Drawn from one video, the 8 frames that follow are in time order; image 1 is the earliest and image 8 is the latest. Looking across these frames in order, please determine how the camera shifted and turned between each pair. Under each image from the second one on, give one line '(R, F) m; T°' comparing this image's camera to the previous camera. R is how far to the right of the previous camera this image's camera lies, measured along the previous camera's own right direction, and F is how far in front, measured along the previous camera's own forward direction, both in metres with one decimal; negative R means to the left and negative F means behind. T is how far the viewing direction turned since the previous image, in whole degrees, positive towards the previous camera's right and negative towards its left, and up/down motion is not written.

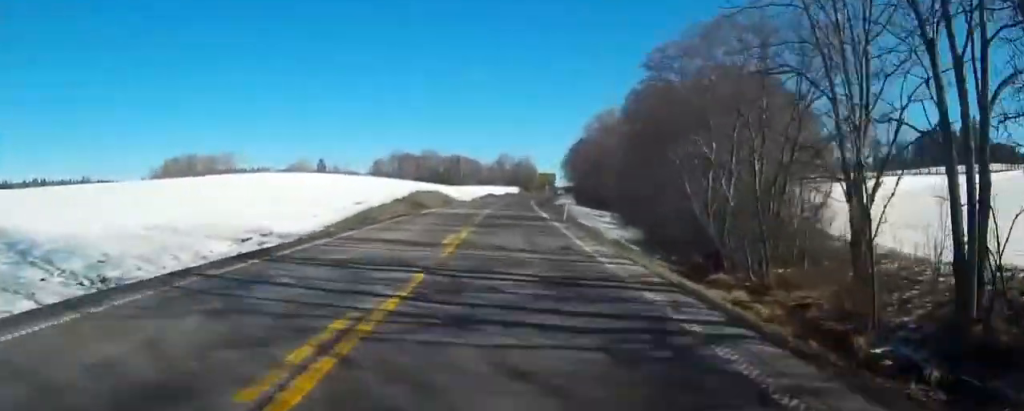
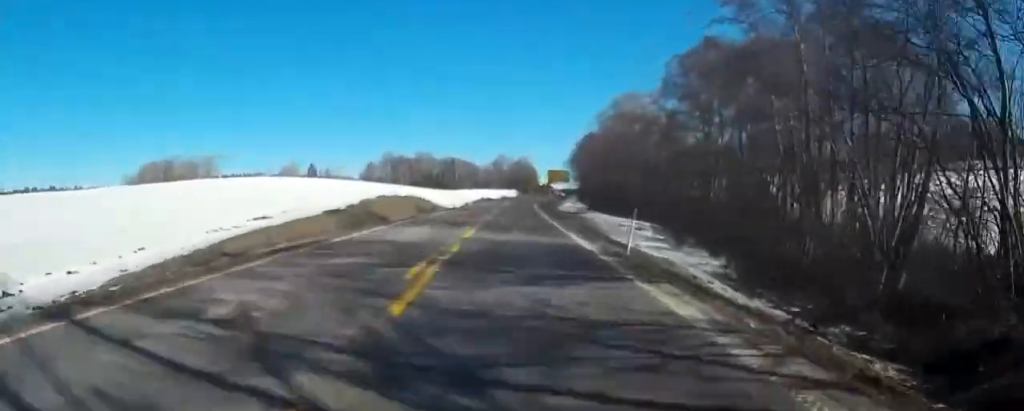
(+0.3, +18.4) m; 0°
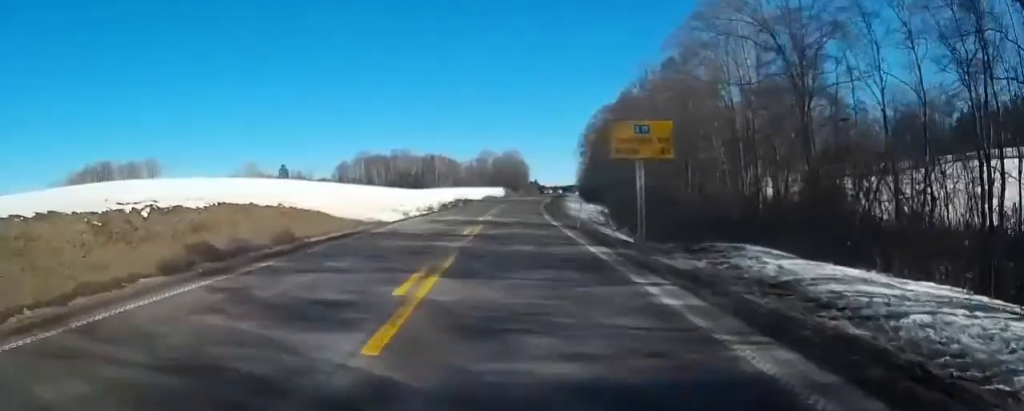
(-0.1, +37.5) m; +2°
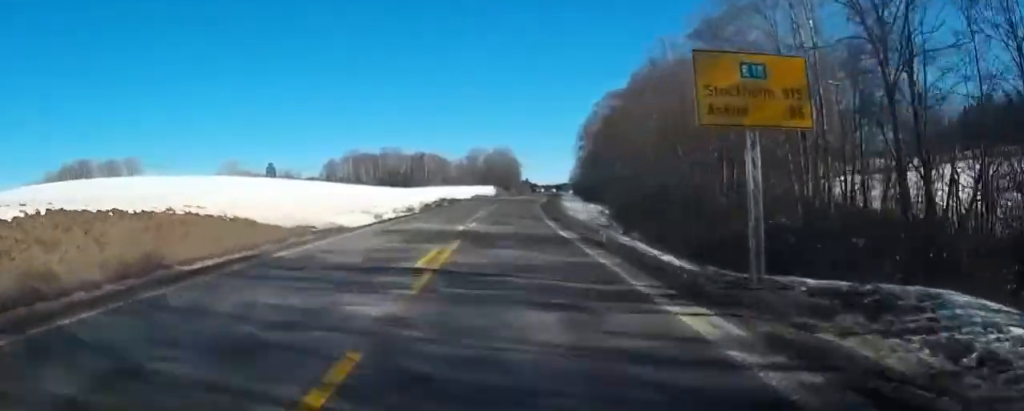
(+0.1, +9.2) m; +1°
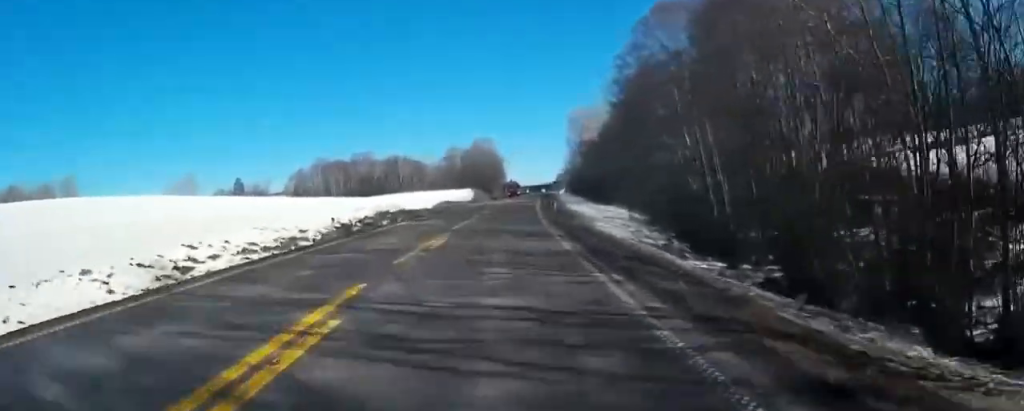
(+0.6, +31.1) m; +1°
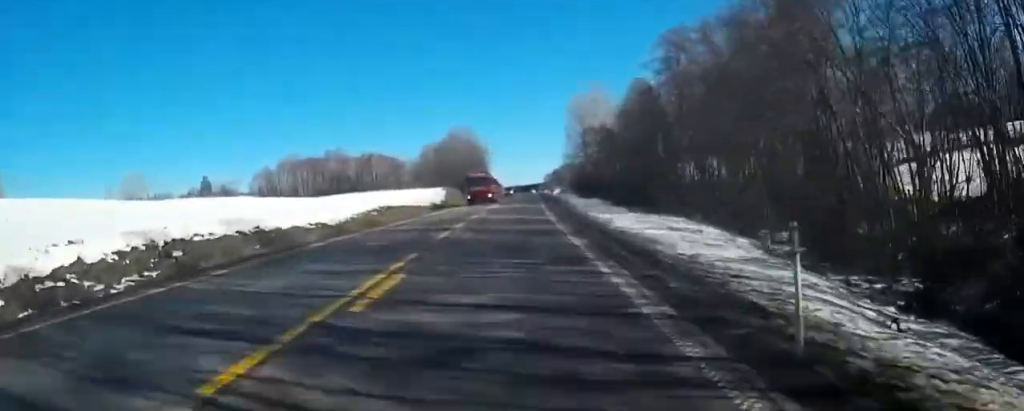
(0.0, +32.4) m; +1°
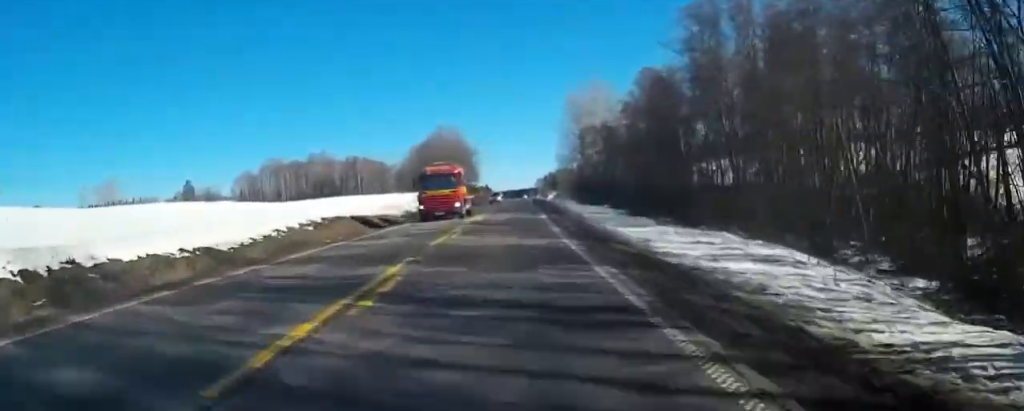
(+0.2, +11.9) m; +1°
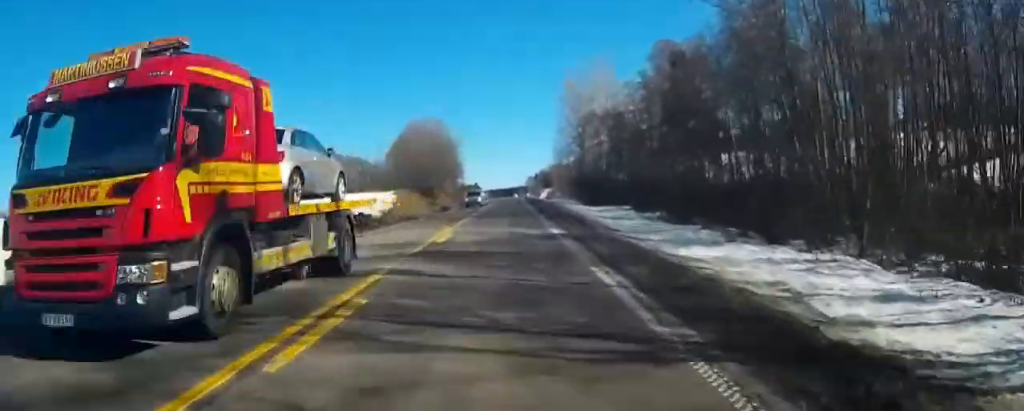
(+0.1, +14.2) m; +1°
